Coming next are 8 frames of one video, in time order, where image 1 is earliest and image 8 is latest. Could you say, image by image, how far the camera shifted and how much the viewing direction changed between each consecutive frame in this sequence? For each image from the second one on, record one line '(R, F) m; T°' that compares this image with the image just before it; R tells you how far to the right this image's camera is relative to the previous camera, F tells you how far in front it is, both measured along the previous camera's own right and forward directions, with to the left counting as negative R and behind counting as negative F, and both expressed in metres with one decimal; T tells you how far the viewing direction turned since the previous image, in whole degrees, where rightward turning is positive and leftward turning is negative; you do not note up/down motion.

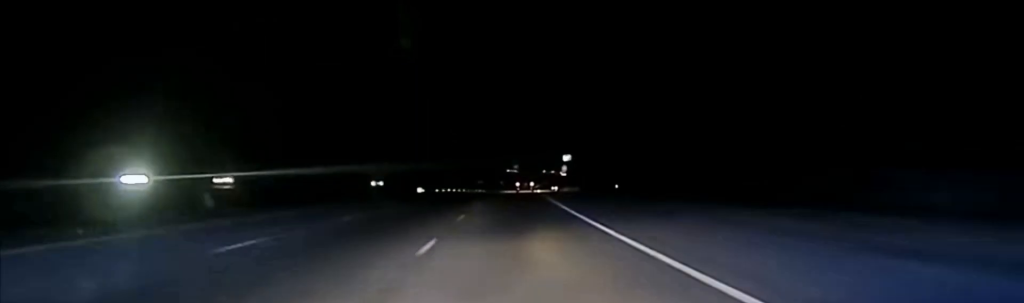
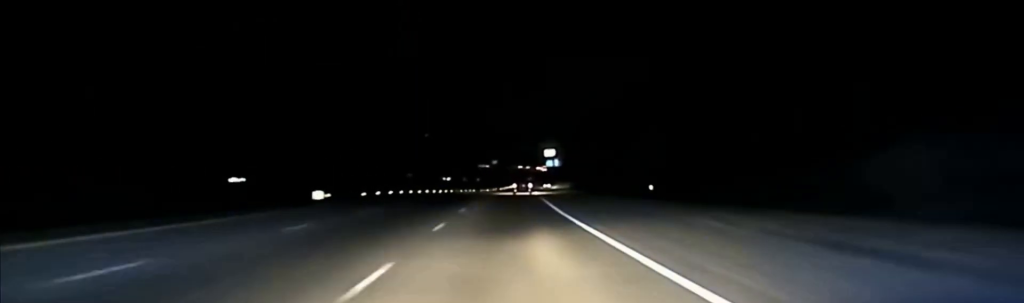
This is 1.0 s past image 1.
(+0.4, +51.9) m; +1°
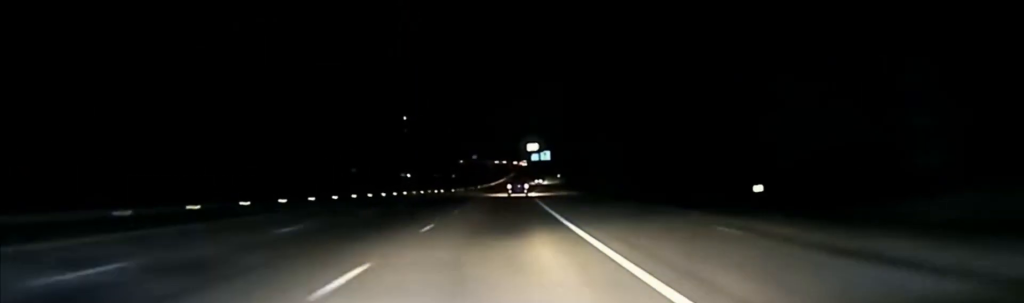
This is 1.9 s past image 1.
(+0.5, +47.0) m; +1°
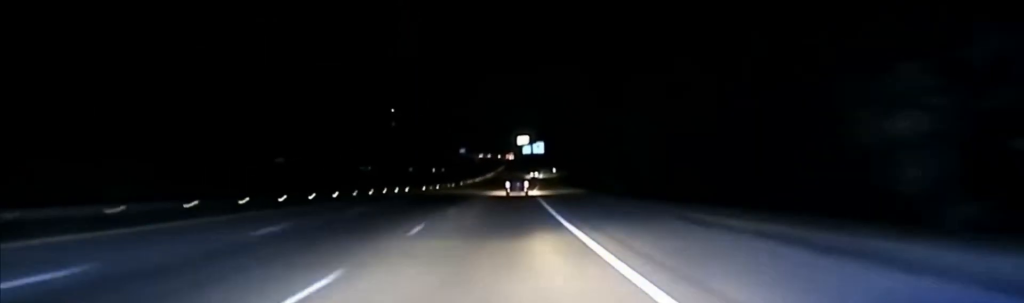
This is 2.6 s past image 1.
(+0.4, +39.0) m; +1°
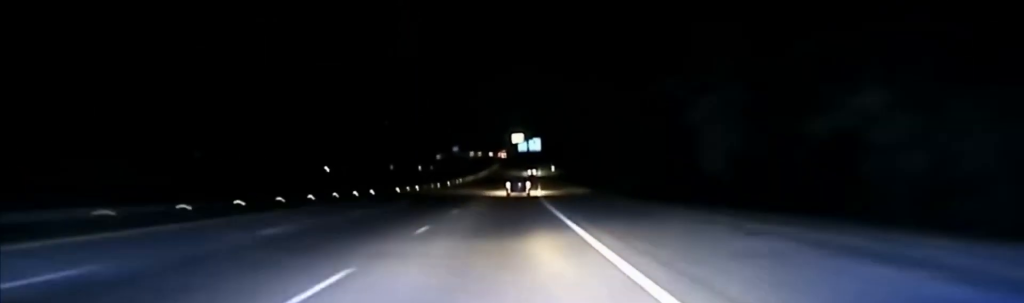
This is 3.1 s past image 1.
(0.0, +22.4) m; +1°
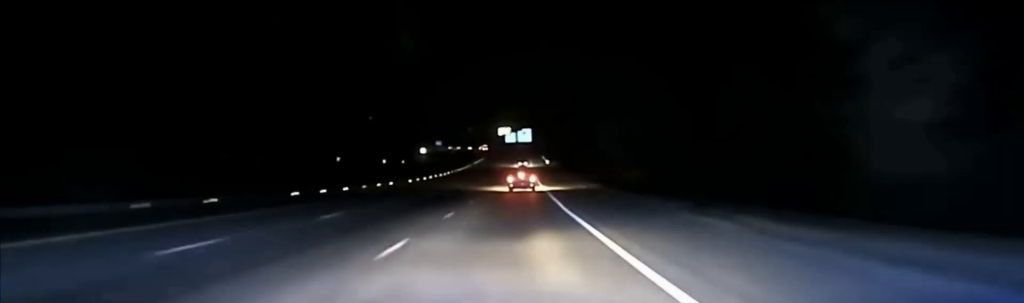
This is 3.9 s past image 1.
(+0.5, +42.6) m; +1°
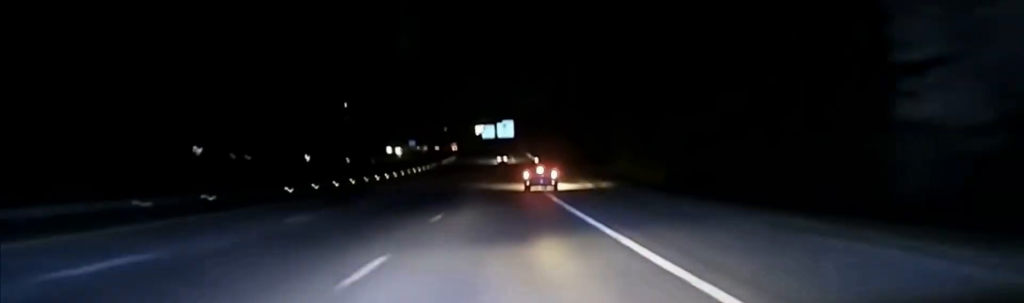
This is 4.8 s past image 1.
(+0.6, +50.2) m; +1°
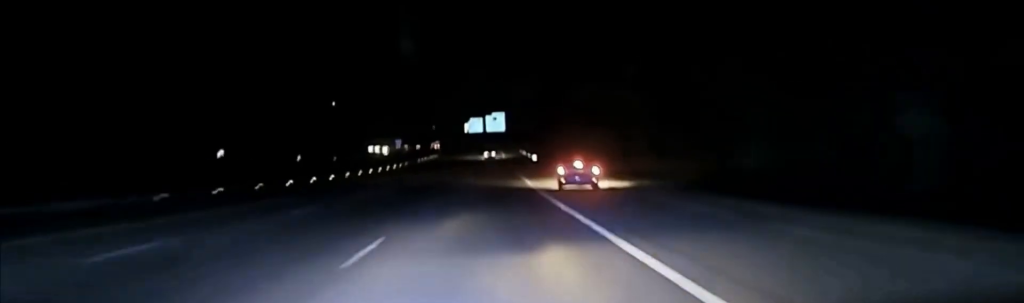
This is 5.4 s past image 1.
(+0.2, +35.8) m; 0°
